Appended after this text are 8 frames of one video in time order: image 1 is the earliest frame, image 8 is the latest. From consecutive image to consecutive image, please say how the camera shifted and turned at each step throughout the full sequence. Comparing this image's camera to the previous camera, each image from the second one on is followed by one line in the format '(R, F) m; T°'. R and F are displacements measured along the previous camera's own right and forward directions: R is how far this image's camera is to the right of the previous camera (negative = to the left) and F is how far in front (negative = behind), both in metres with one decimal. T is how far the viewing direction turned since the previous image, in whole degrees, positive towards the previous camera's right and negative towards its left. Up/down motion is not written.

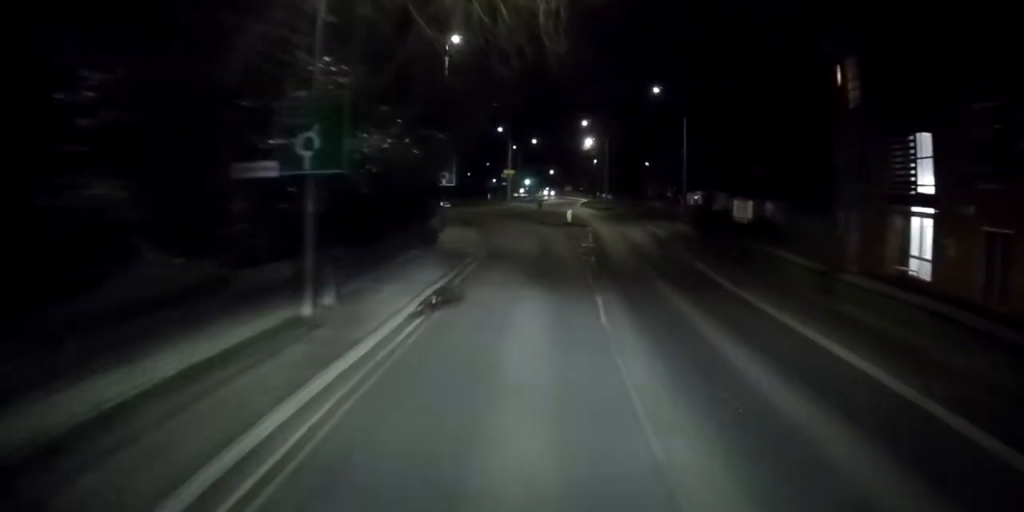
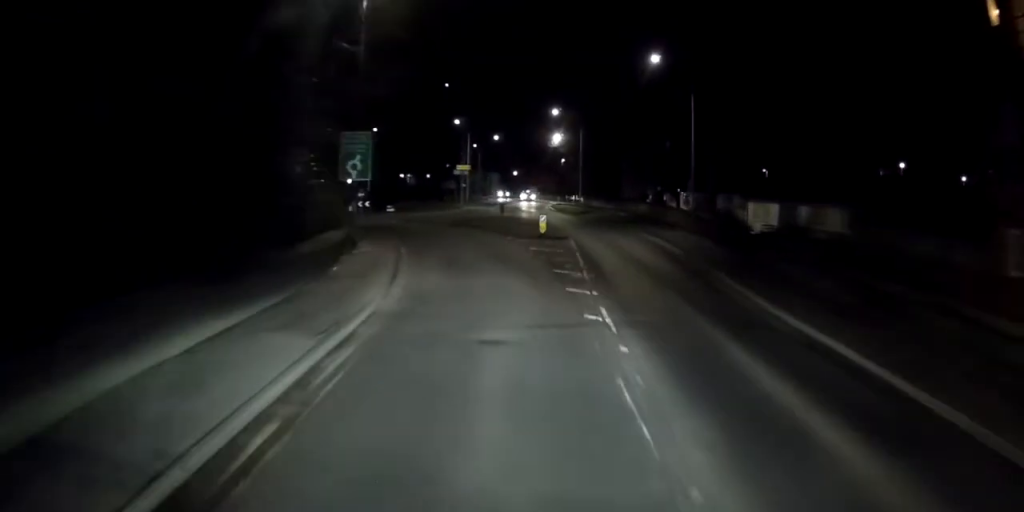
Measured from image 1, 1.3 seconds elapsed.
(+0.8, +12.0) m; +5°
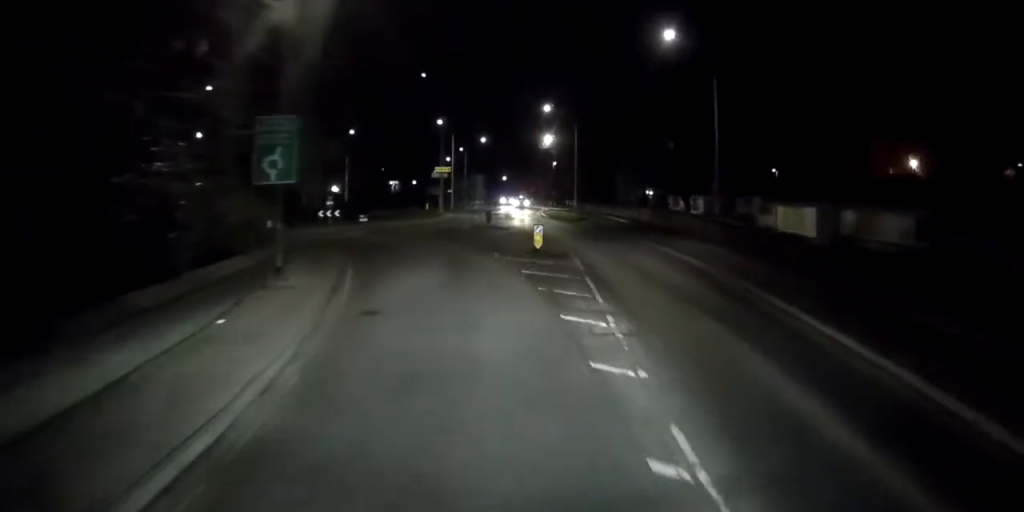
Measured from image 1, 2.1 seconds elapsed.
(0.0, +6.6) m; -2°
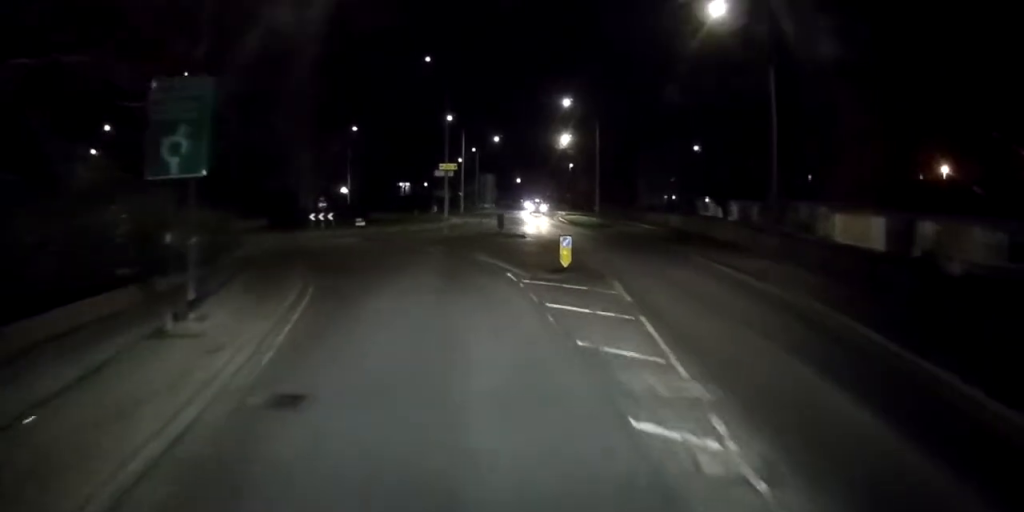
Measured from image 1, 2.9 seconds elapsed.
(-0.2, +5.7) m; -4°
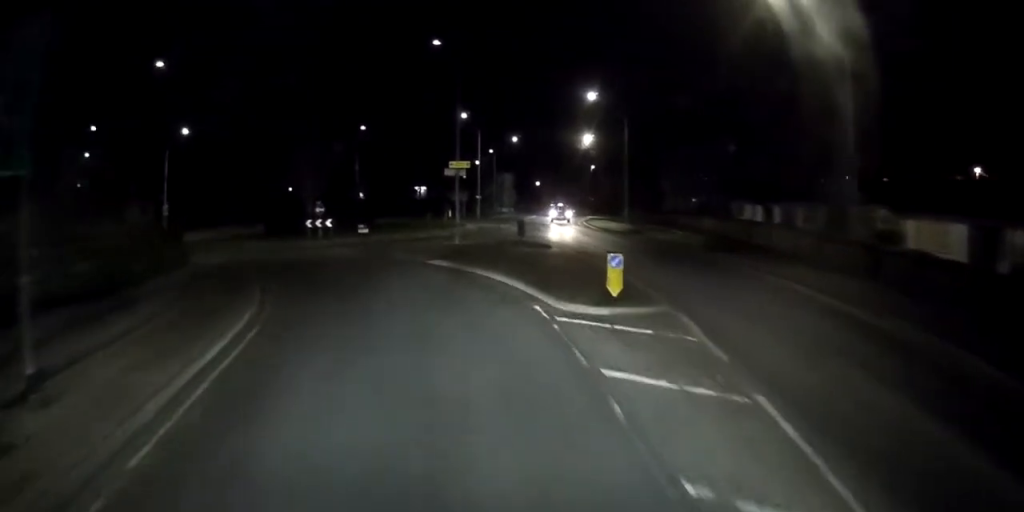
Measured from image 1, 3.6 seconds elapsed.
(-0.1, +5.2) m; -4°
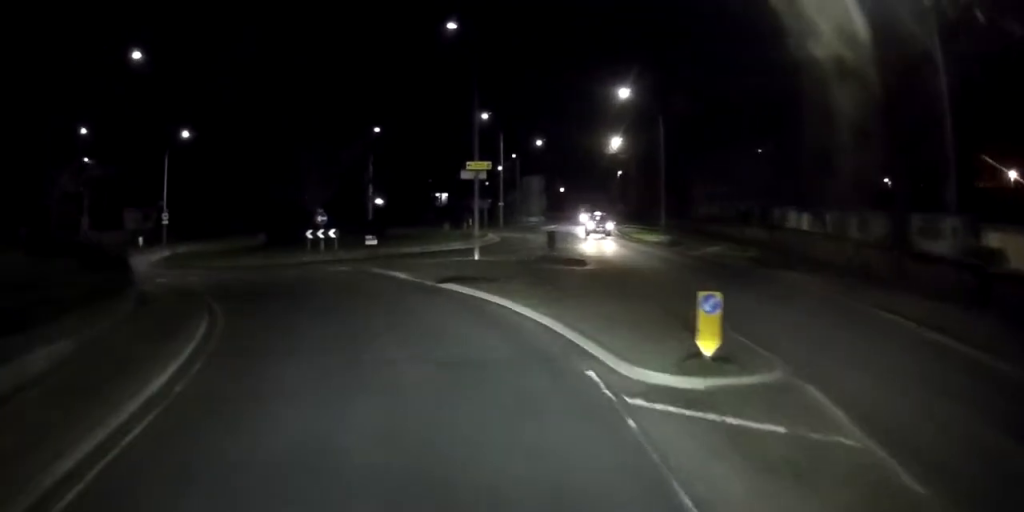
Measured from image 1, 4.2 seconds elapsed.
(-0.2, +4.6) m; -6°
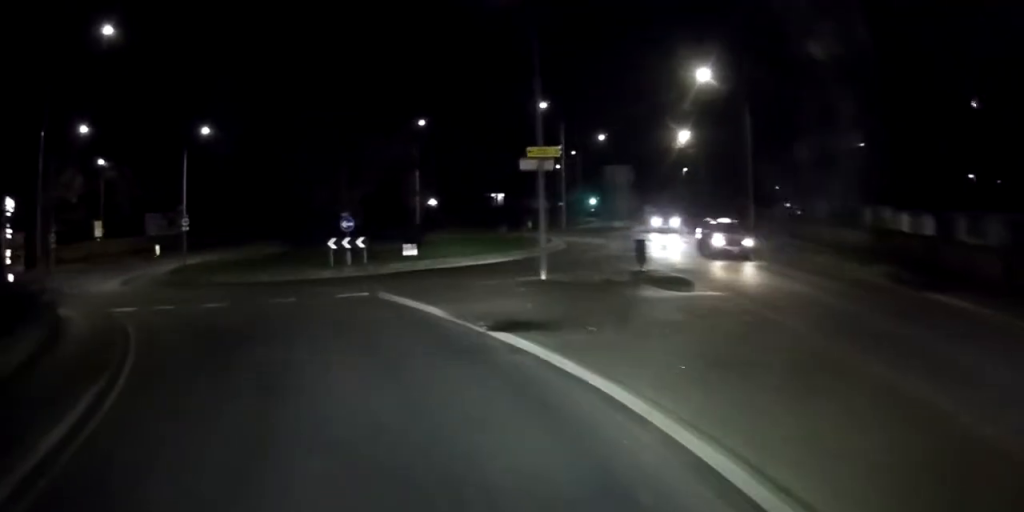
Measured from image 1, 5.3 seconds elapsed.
(-0.7, +6.7) m; -10°
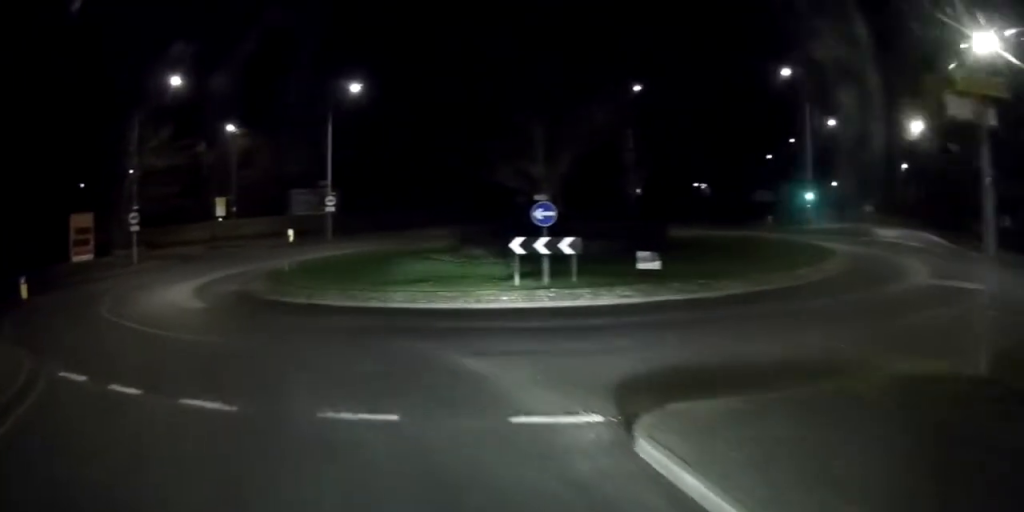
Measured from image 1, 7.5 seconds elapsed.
(-2.9, +11.5) m; -29°
